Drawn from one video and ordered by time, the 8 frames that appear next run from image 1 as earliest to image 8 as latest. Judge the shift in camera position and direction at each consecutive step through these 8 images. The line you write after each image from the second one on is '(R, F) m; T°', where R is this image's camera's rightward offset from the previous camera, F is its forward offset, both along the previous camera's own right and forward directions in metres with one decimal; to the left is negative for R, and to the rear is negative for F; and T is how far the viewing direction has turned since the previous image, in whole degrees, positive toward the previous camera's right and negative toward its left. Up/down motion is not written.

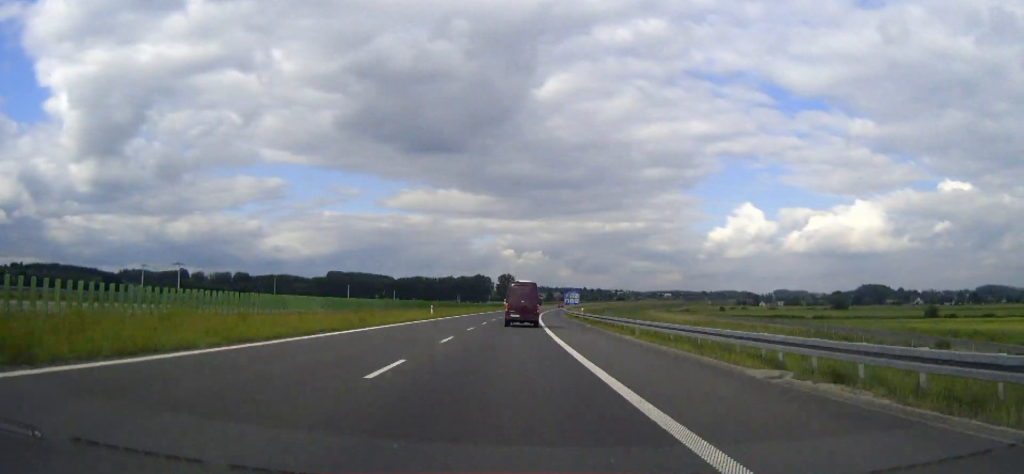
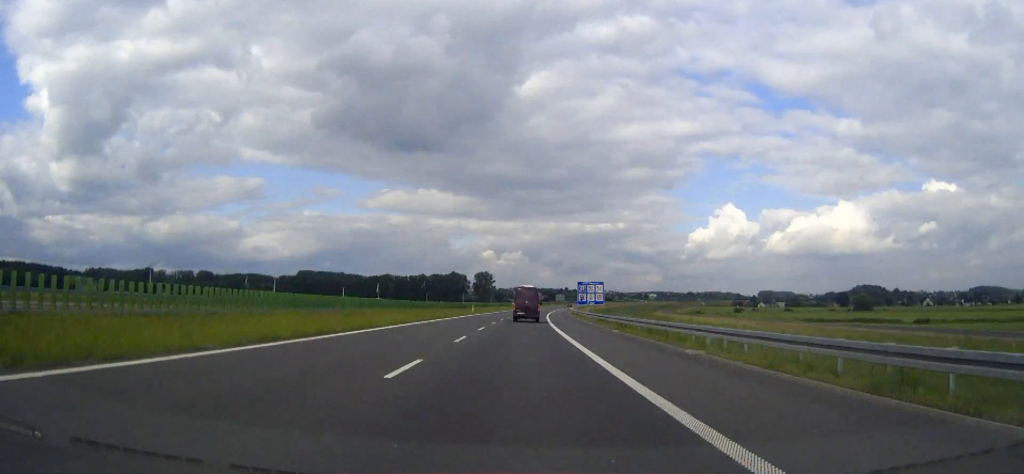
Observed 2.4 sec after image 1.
(+0.8, +70.9) m; +2°
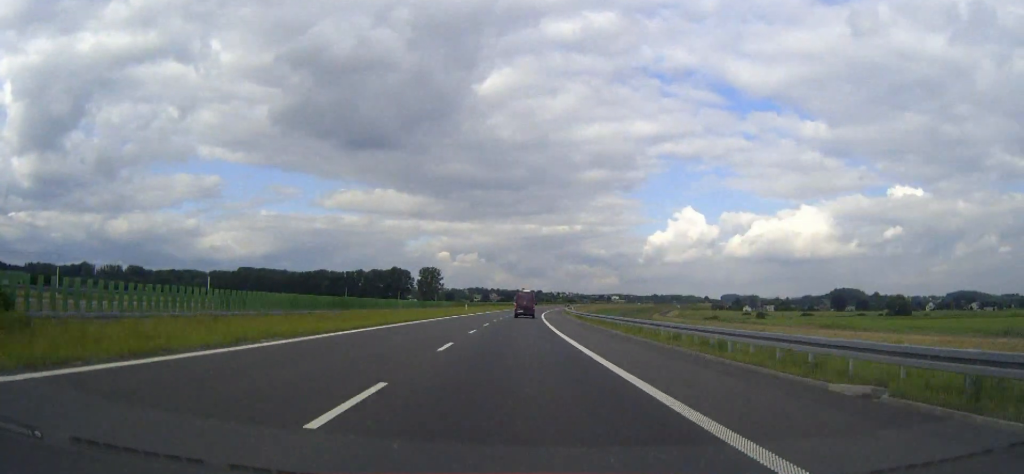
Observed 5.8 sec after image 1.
(+2.9, +100.5) m; +3°
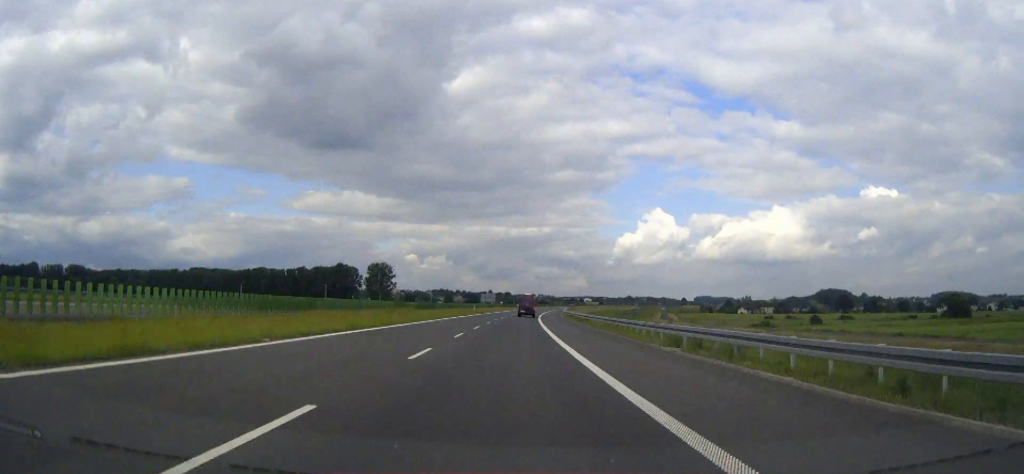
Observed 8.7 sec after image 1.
(+2.0, +85.7) m; +2°
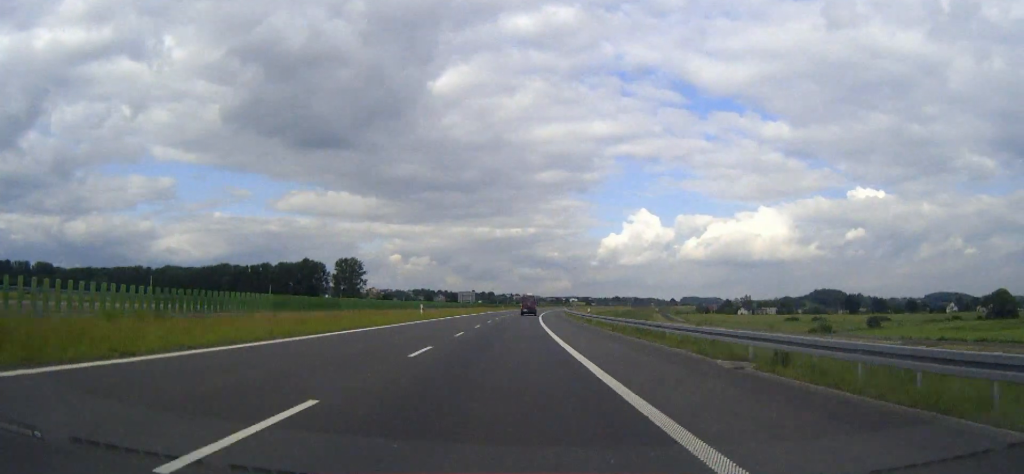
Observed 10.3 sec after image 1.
(+0.7, +47.4) m; +1°
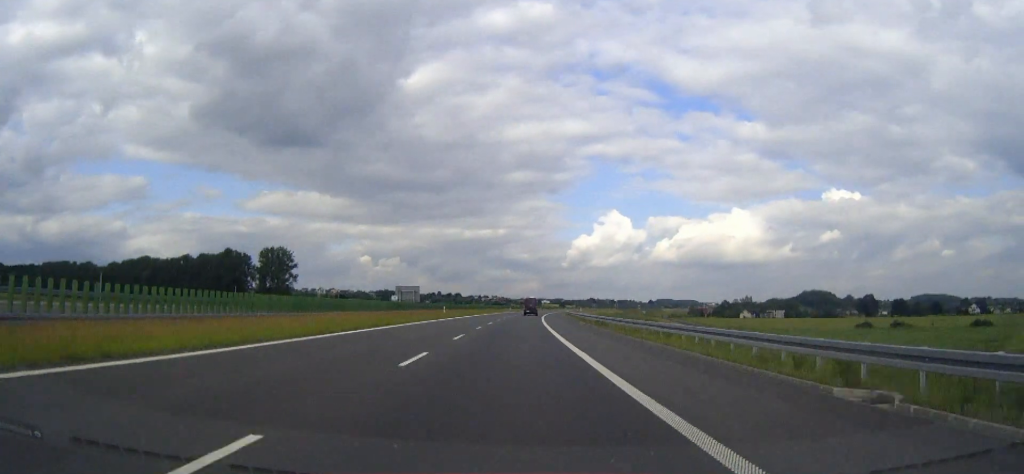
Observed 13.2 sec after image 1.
(+1.7, +85.9) m; +2°
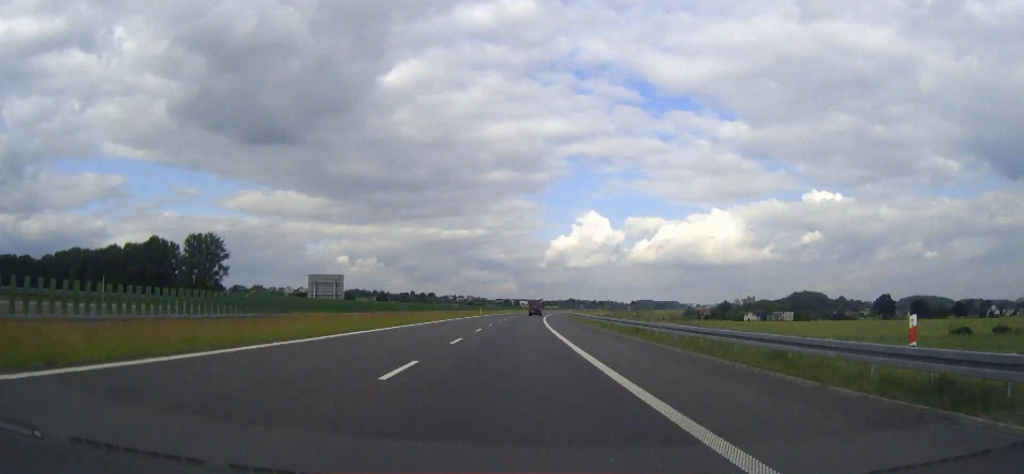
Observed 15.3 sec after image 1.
(+0.9, +62.3) m; +2°
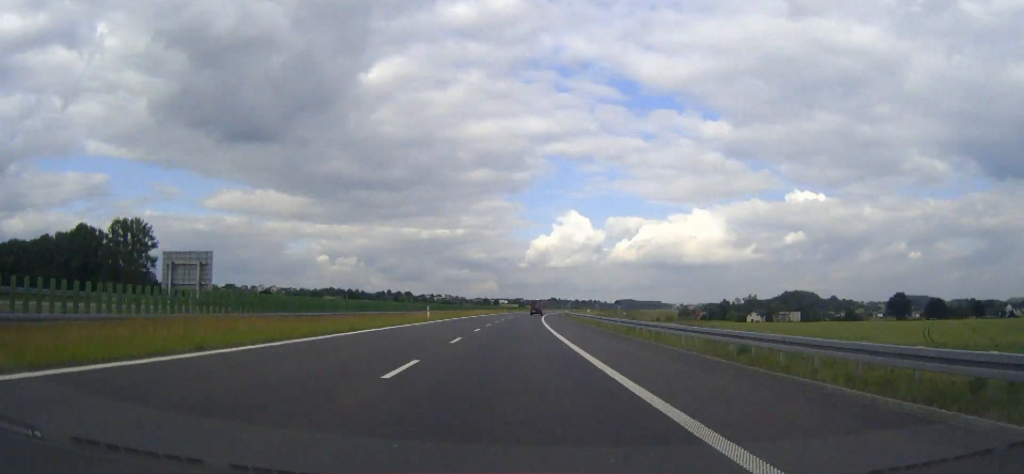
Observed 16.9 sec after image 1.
(+0.3, +47.5) m; +1°
